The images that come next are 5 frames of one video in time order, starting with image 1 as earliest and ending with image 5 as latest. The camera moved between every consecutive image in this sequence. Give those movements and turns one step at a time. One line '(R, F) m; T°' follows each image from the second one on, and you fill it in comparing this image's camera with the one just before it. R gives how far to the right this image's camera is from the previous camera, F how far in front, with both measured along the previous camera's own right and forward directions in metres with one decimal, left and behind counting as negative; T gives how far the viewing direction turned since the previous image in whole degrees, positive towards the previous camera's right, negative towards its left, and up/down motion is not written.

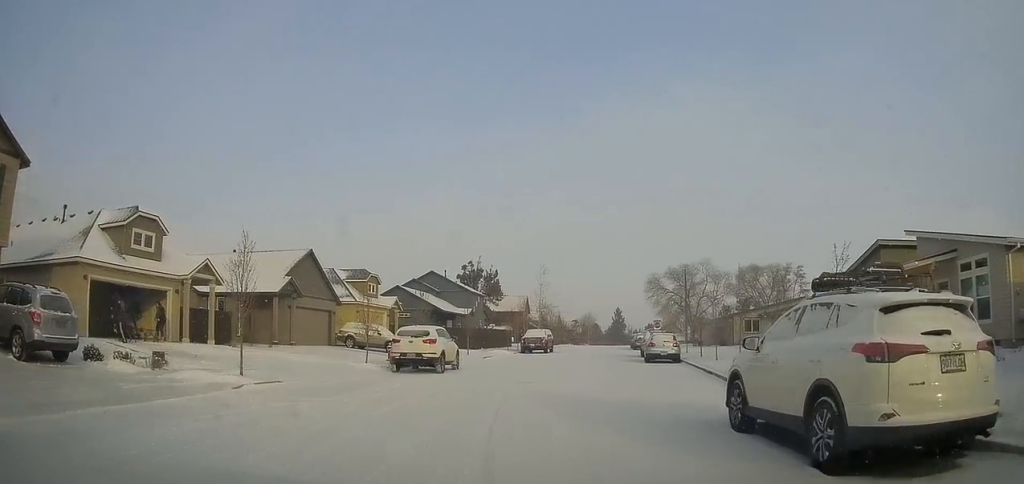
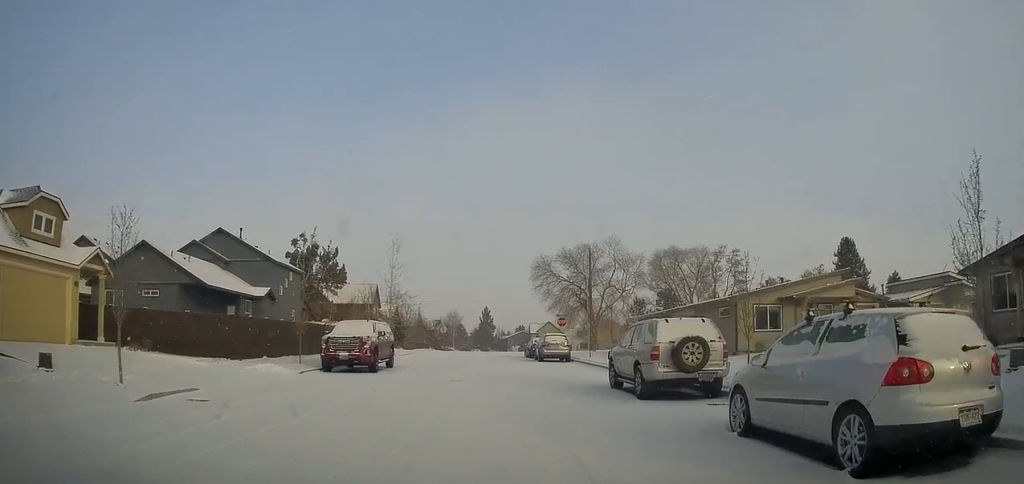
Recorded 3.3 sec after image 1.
(+1.7, +23.5) m; +10°
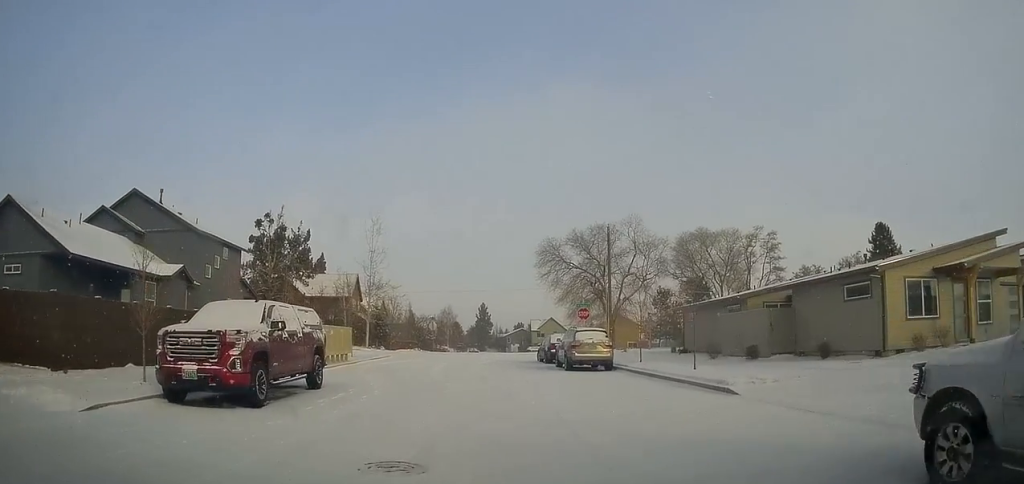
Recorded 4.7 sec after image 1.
(+0.7, +11.3) m; +3°
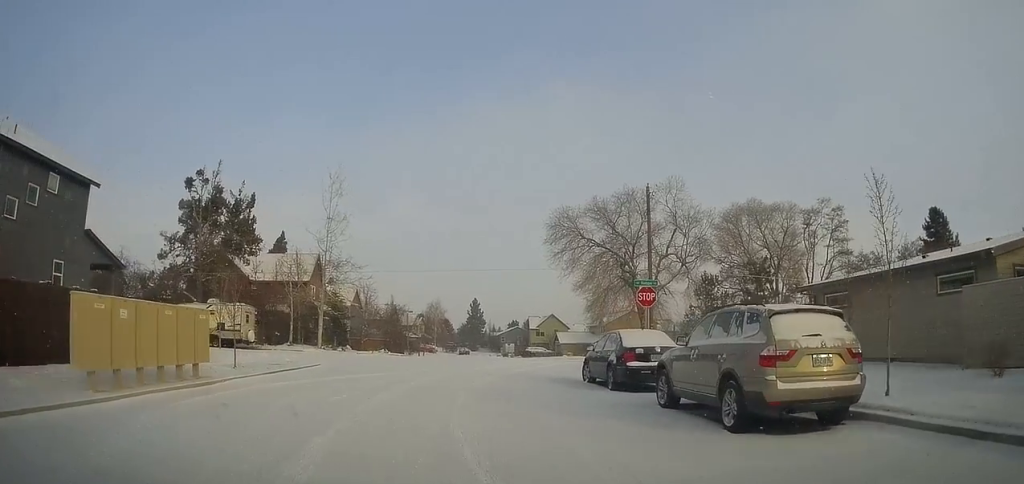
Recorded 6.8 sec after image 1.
(+0.4, +16.0) m; +3°
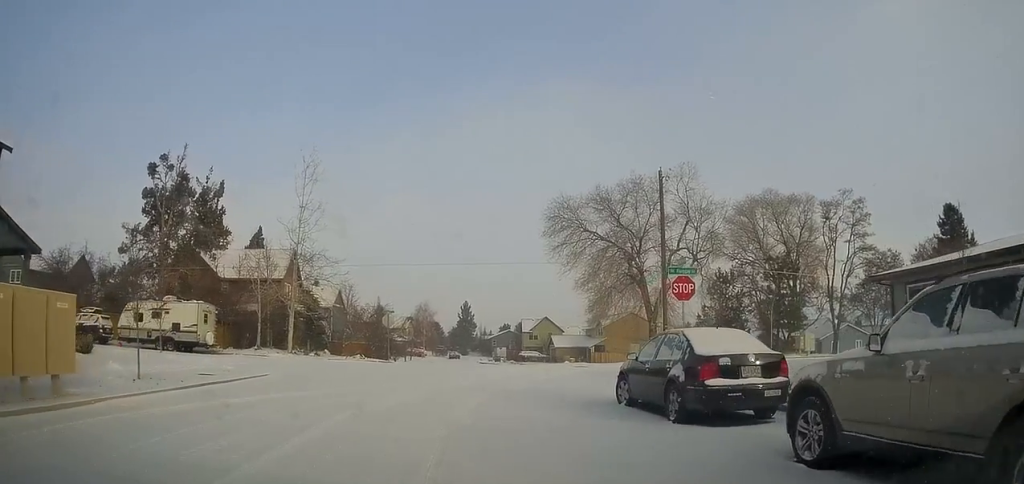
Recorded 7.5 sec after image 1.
(+0.1, +5.2) m; -1°
